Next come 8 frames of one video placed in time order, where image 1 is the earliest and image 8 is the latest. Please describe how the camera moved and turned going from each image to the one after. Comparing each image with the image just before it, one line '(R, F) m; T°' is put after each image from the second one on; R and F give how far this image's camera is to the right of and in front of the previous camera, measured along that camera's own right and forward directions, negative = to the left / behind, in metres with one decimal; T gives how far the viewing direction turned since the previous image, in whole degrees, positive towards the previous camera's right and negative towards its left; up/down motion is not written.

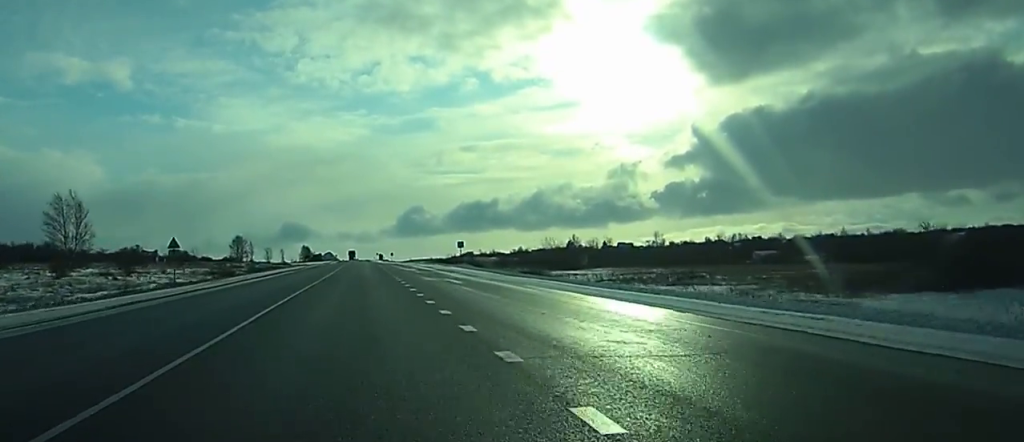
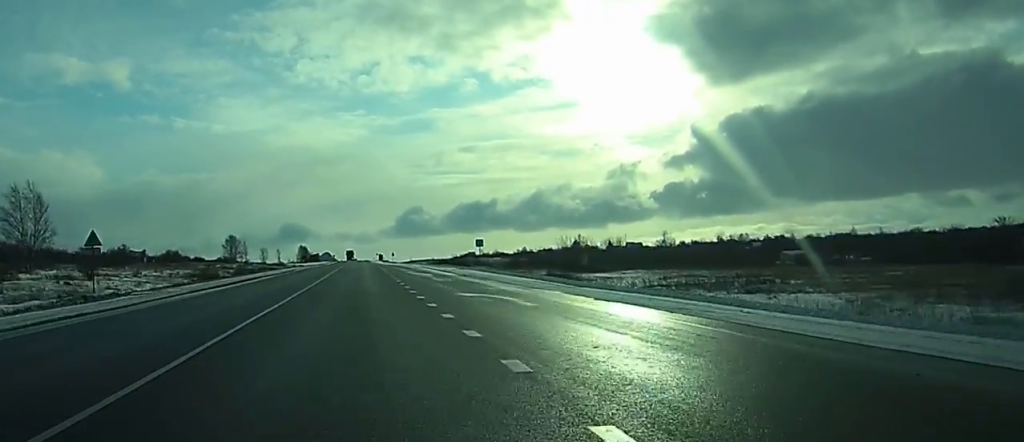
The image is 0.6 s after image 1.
(-0.1, +16.9) m; 0°
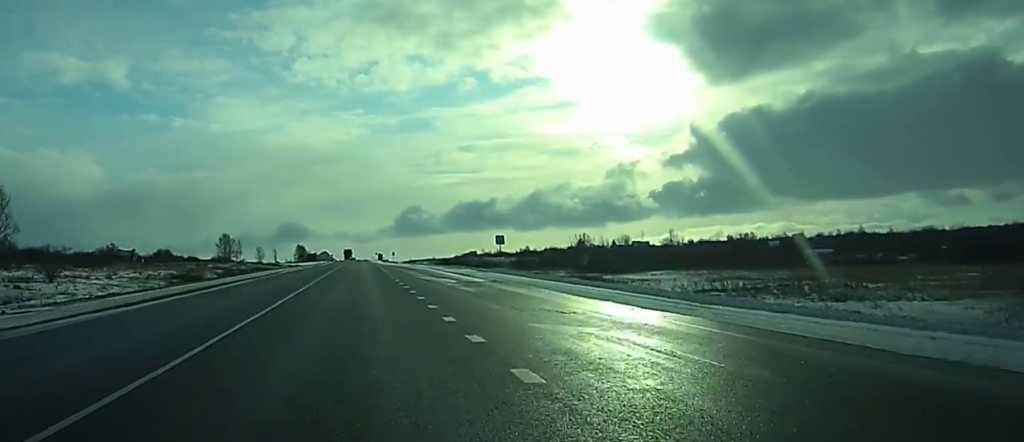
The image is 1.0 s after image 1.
(0.0, +12.9) m; 0°
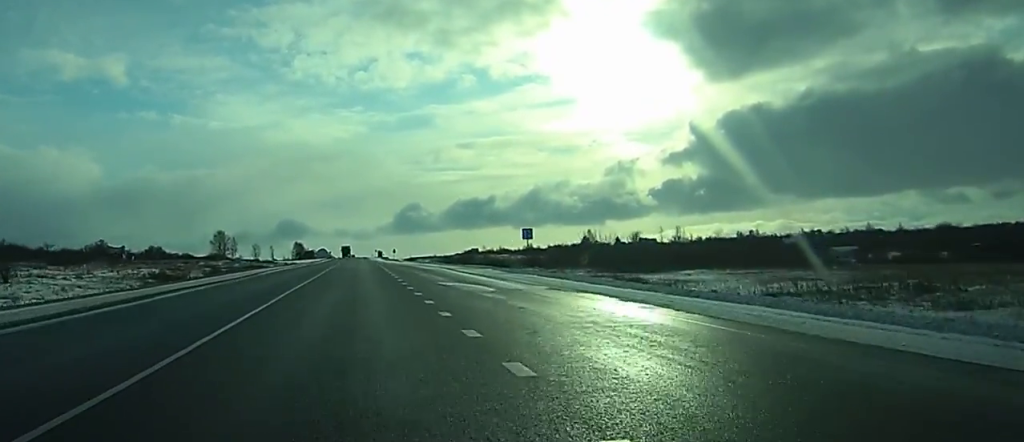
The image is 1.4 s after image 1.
(0.0, +11.9) m; 0°
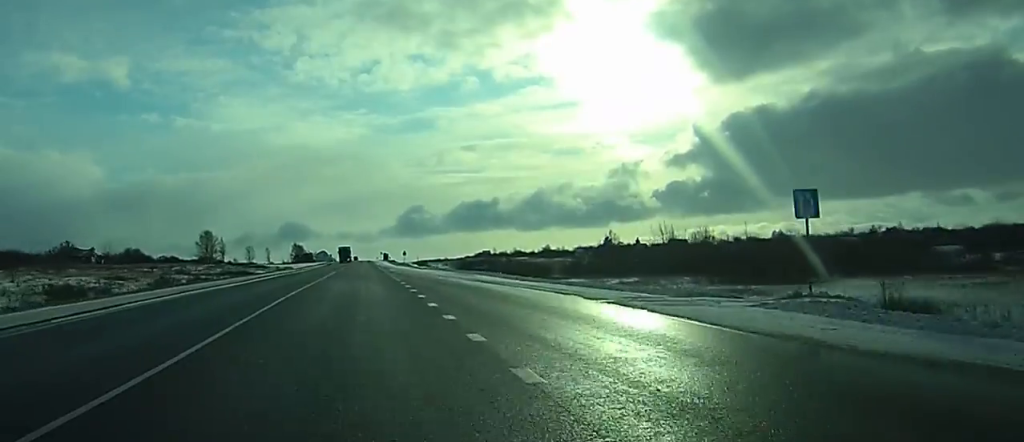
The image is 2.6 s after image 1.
(0.0, +36.8) m; 0°
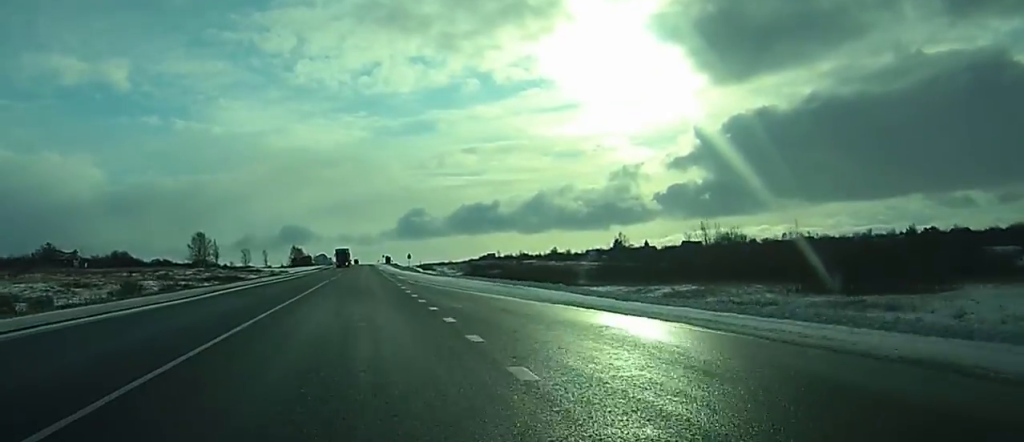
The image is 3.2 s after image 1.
(0.0, +15.8) m; 0°
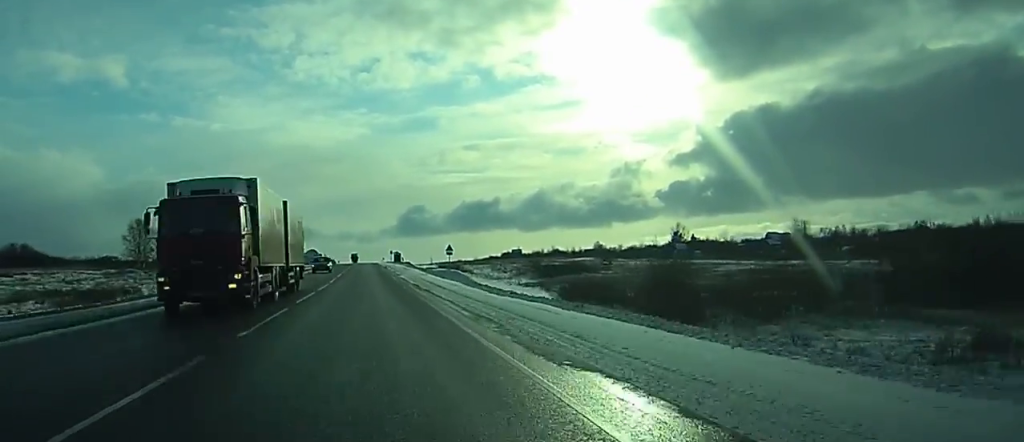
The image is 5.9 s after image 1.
(-0.6, +80.3) m; -1°
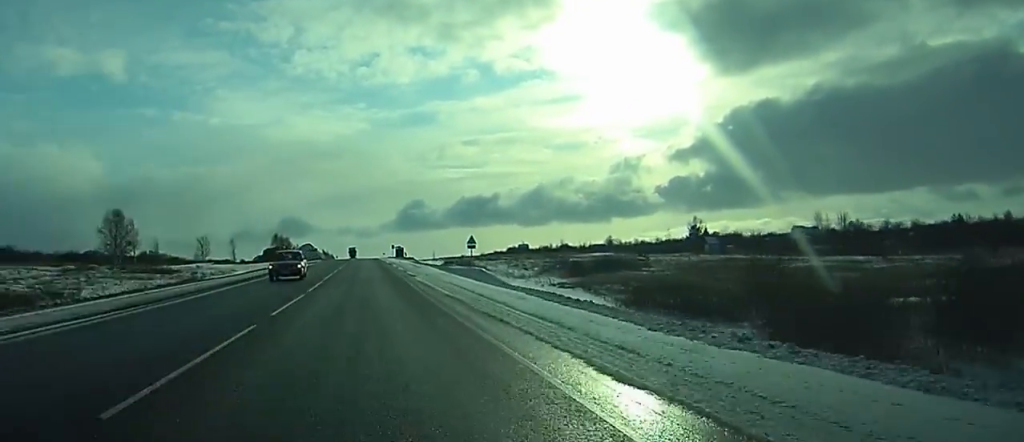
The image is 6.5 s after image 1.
(0.0, +19.9) m; 0°
